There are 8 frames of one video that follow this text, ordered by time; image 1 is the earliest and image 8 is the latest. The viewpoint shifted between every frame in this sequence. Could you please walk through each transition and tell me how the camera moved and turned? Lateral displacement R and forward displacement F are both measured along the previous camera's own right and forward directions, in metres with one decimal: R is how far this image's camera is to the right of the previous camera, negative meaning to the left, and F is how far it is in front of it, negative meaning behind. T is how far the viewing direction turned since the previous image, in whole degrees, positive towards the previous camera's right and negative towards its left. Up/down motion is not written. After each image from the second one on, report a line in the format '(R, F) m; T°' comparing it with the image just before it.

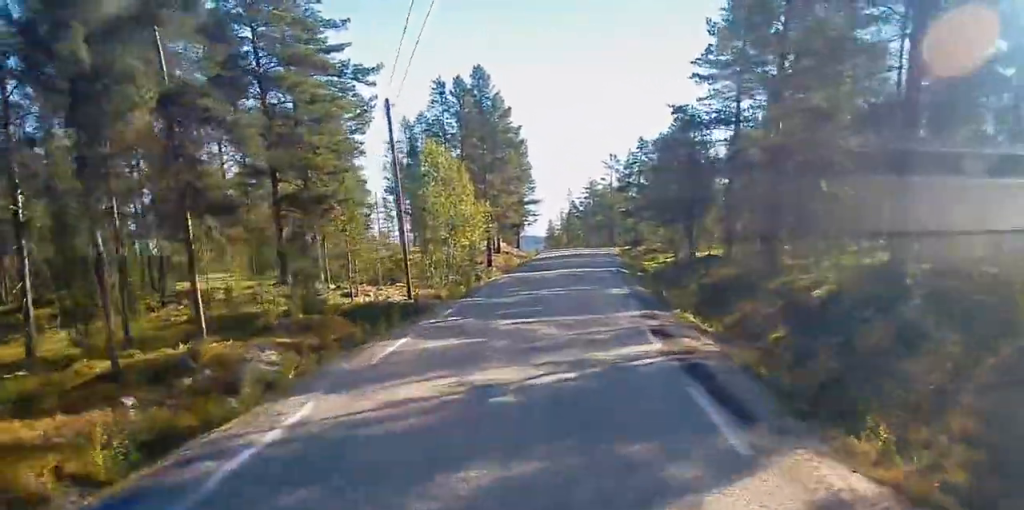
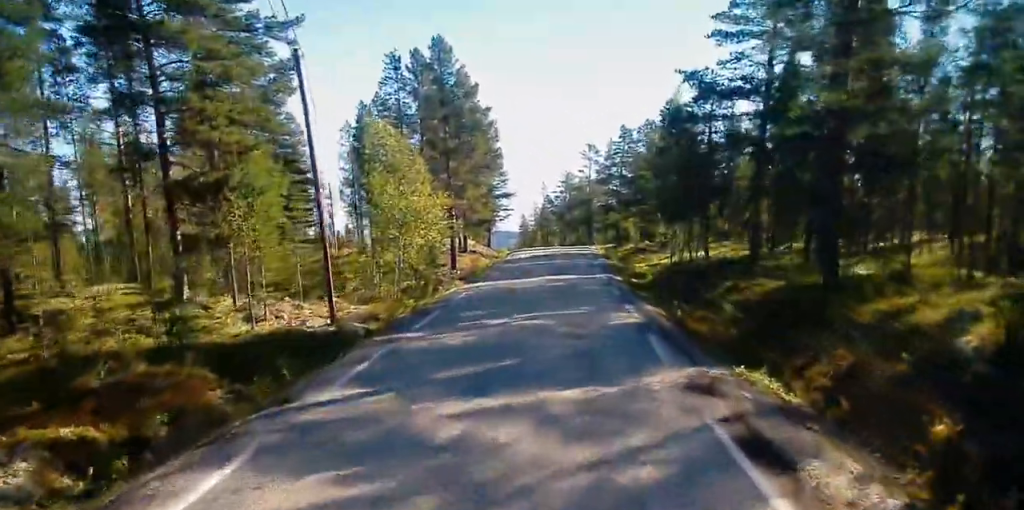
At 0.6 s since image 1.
(-0.1, +8.0) m; +1°
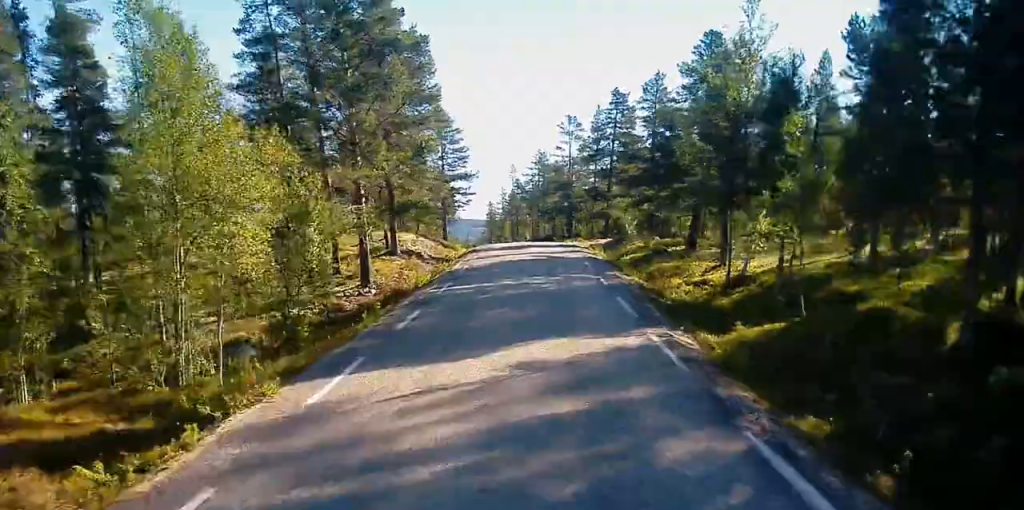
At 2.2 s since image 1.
(+0.6, +19.2) m; +3°
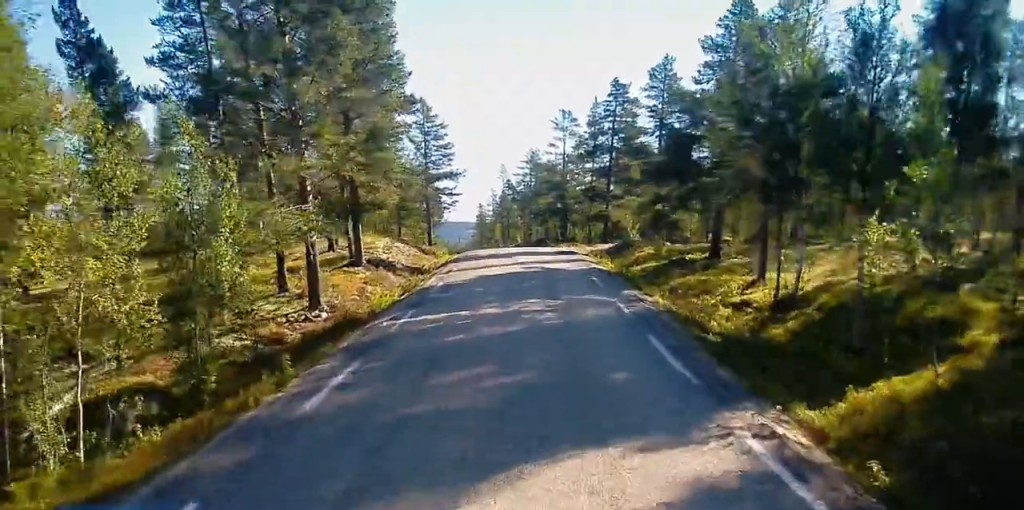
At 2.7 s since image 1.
(-0.1, +6.3) m; +1°
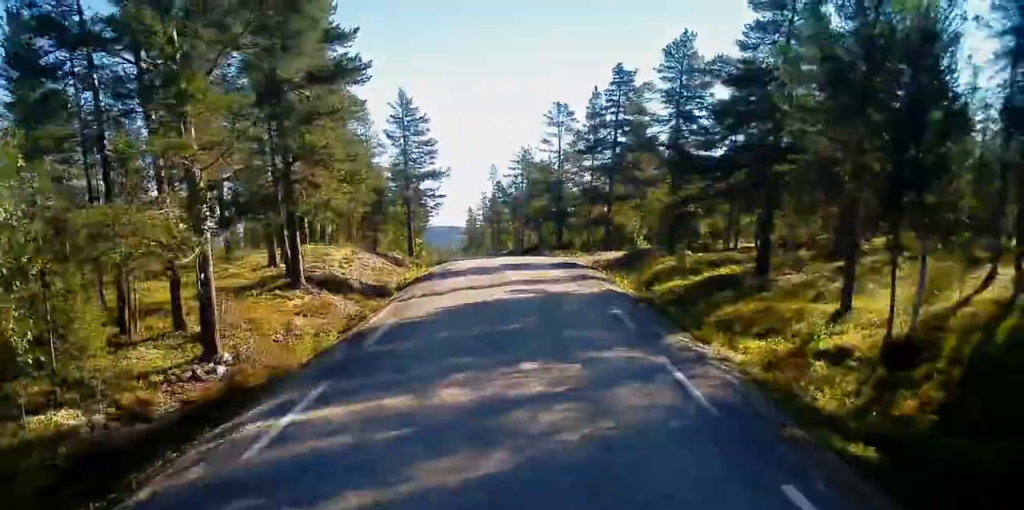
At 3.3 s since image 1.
(+0.1, +7.5) m; +1°
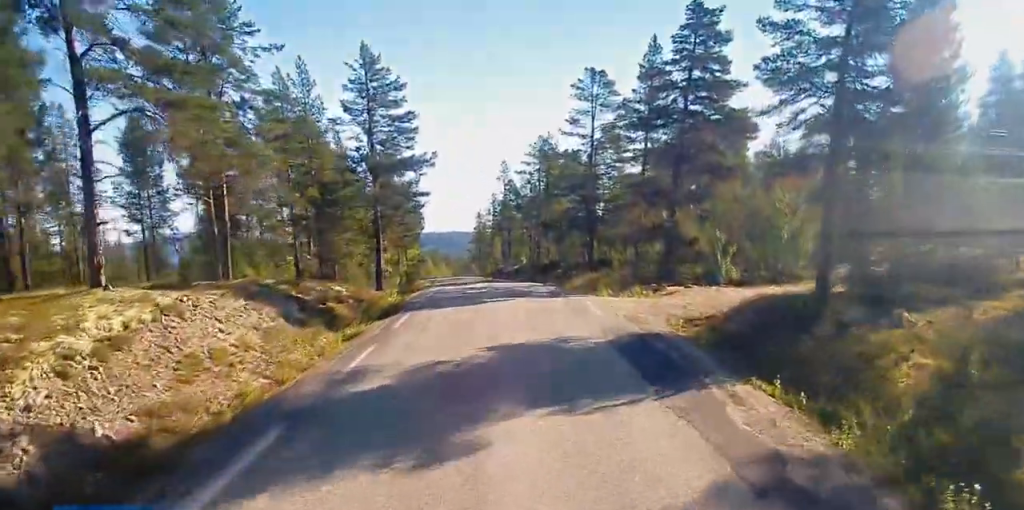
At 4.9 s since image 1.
(+0.2, +19.8) m; -1°
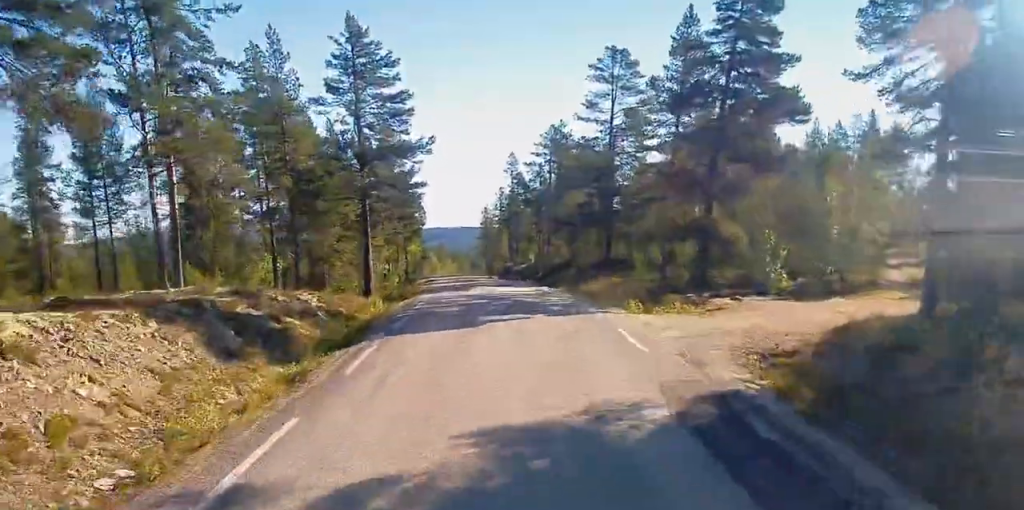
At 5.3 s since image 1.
(-0.1, +5.7) m; -1°
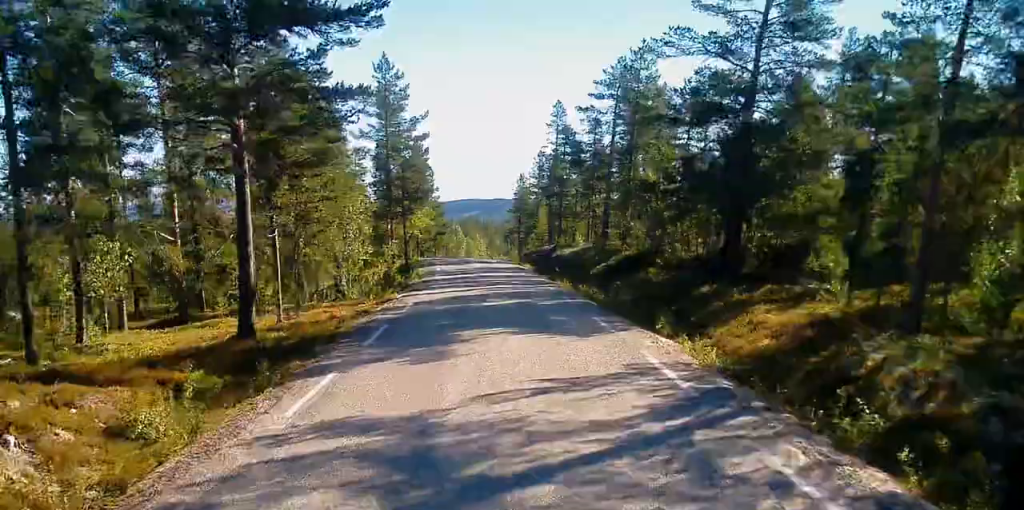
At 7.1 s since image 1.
(-0.2, +22.0) m; -1°
